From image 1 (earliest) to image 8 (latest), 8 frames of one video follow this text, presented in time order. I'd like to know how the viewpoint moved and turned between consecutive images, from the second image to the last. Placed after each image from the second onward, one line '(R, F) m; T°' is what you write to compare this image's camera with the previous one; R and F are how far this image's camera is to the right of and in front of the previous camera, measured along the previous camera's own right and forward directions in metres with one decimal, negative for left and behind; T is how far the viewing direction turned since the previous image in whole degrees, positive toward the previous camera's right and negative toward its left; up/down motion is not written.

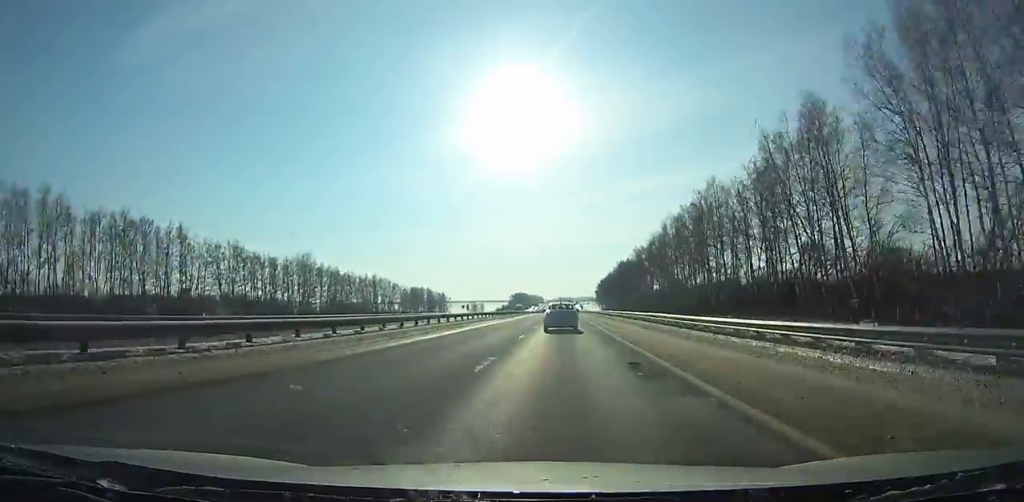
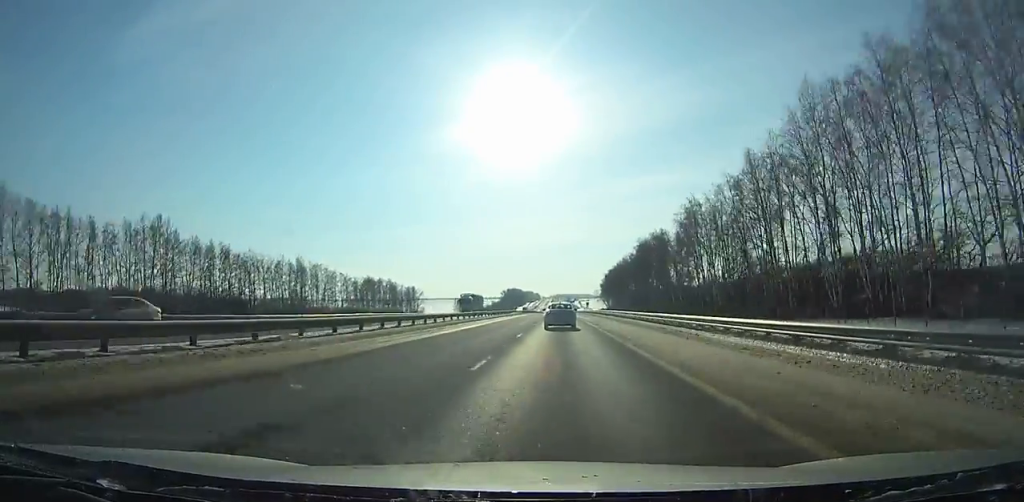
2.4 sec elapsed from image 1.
(0.0, +73.6) m; 0°
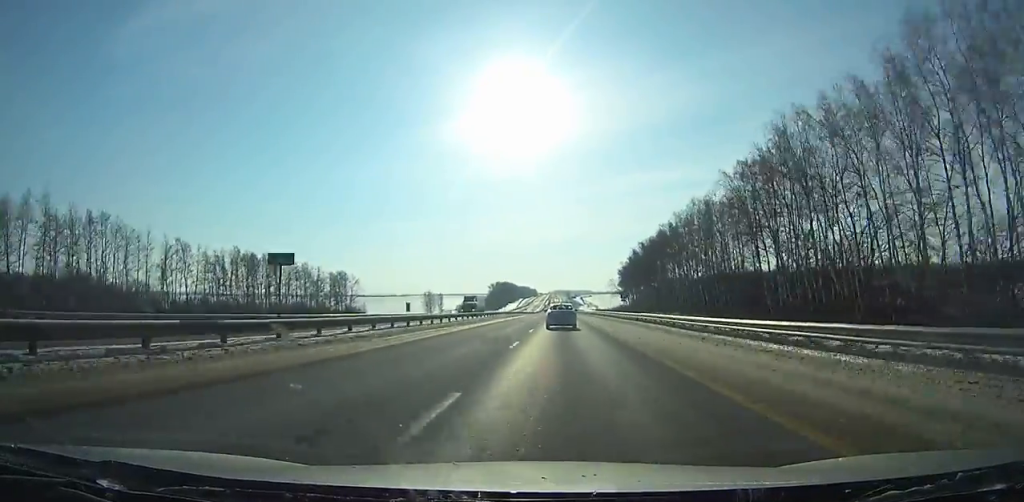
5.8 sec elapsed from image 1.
(+0.2, +104.6) m; 0°
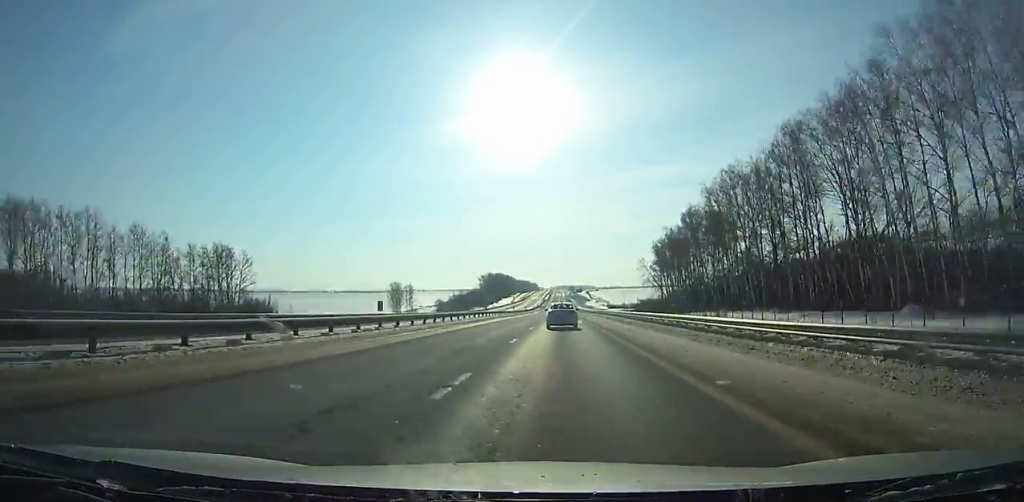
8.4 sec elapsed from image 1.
(+0.1, +80.4) m; 0°
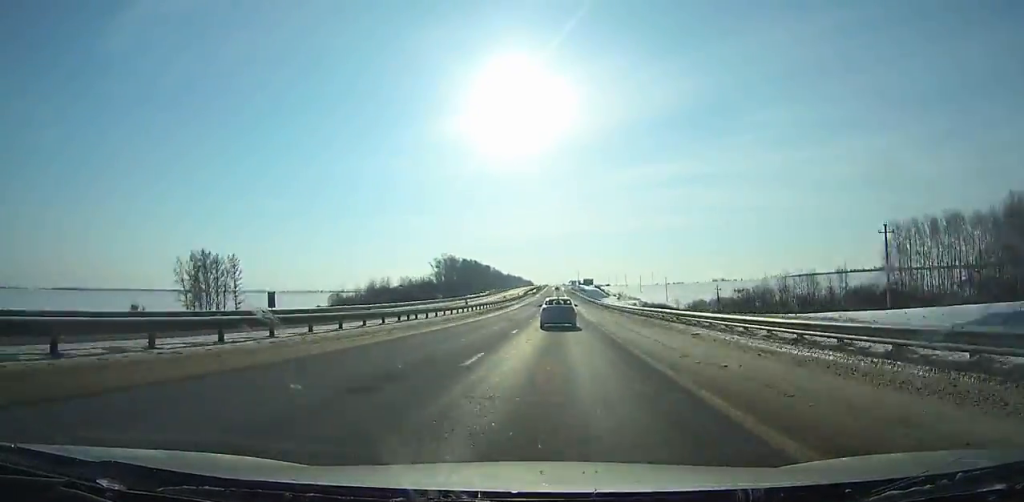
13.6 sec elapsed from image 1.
(-0.3, +160.9) m; 0°
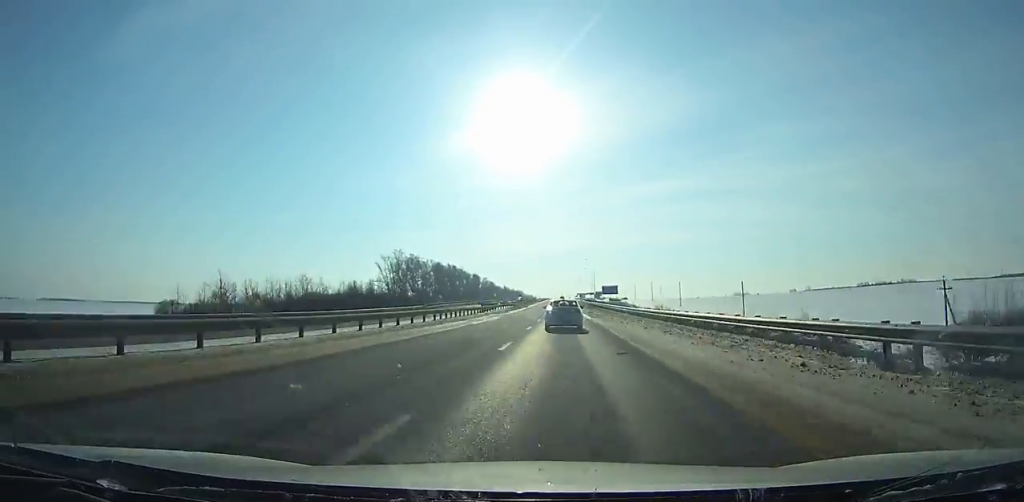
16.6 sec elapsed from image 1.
(-0.5, +90.5) m; 0°
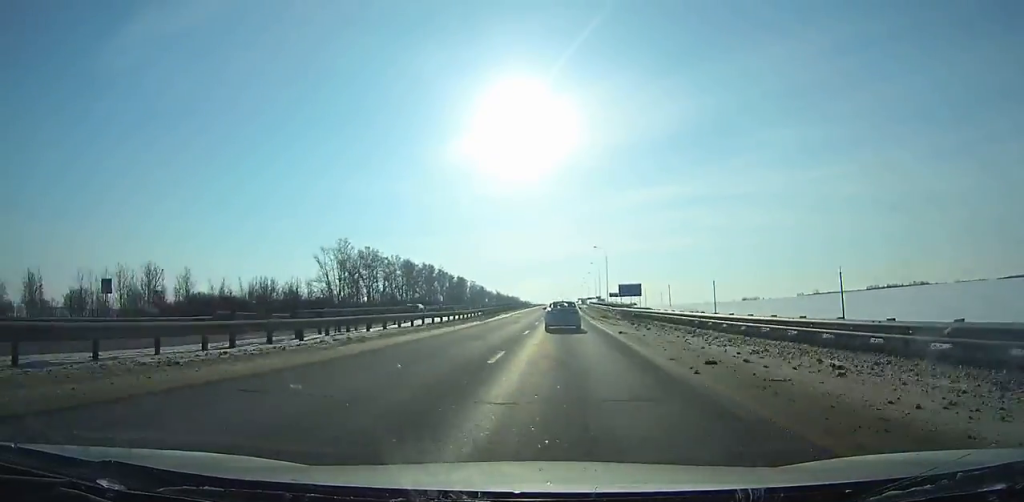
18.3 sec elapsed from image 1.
(0.0, +49.9) m; 0°
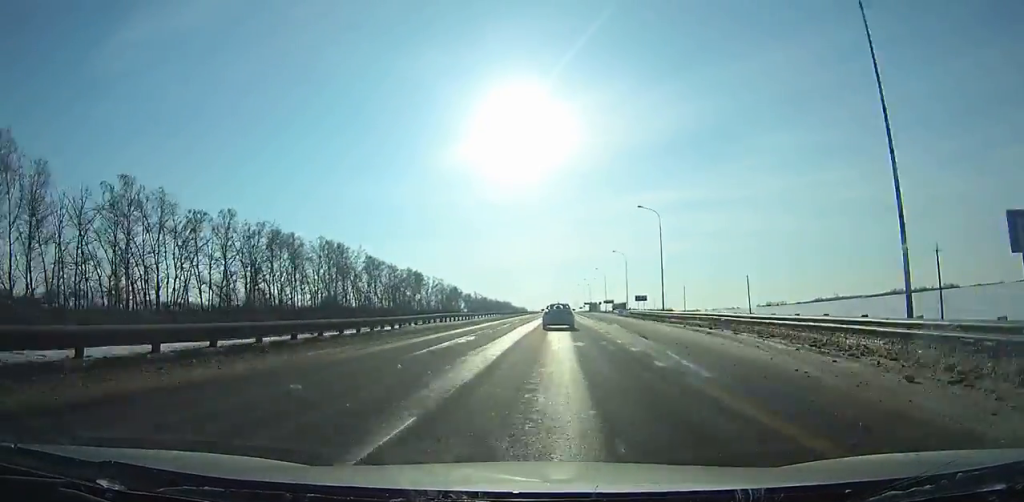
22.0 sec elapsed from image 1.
(+0.1, +107.1) m; 0°
